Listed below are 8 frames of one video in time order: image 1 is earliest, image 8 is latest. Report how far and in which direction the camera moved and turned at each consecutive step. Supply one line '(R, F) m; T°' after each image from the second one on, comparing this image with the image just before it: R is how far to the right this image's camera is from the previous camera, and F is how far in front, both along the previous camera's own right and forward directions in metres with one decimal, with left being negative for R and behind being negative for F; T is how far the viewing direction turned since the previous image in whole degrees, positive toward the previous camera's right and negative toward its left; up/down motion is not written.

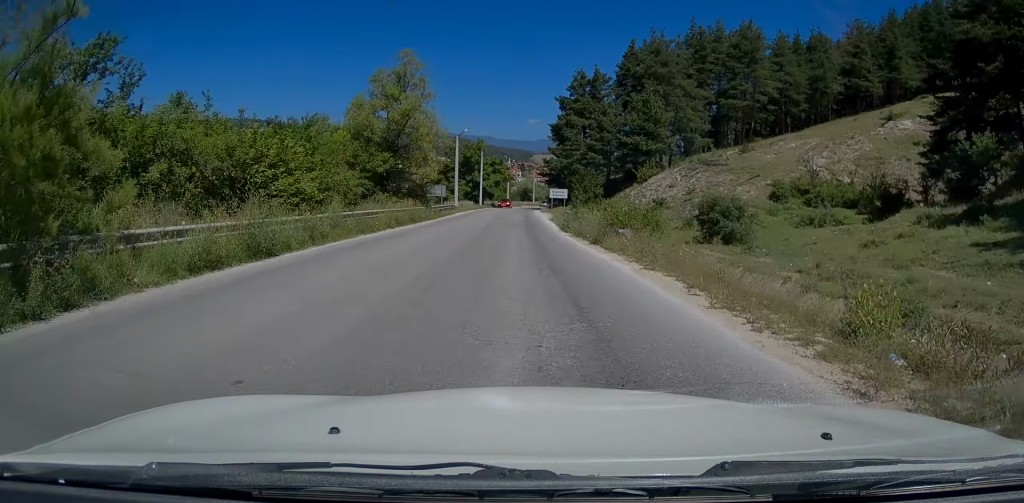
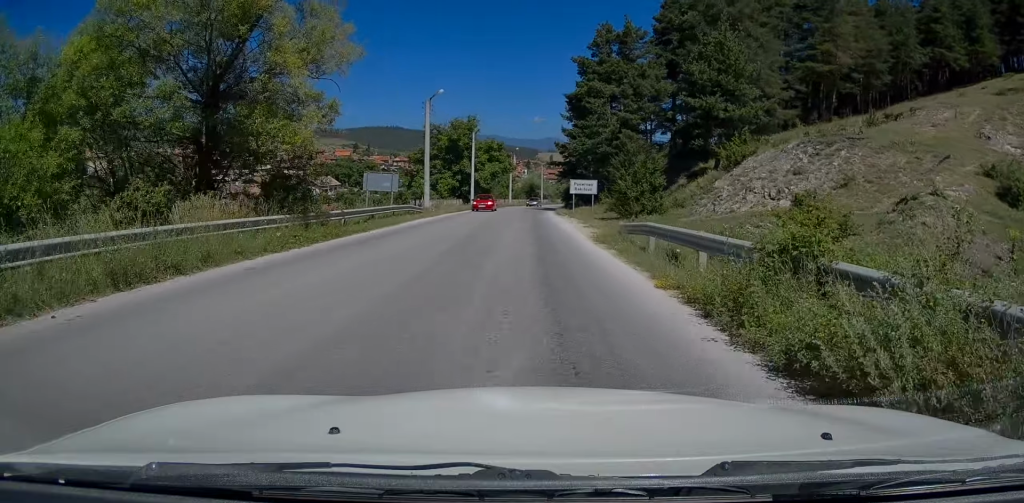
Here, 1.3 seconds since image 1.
(+0.2, +21.8) m; +3°
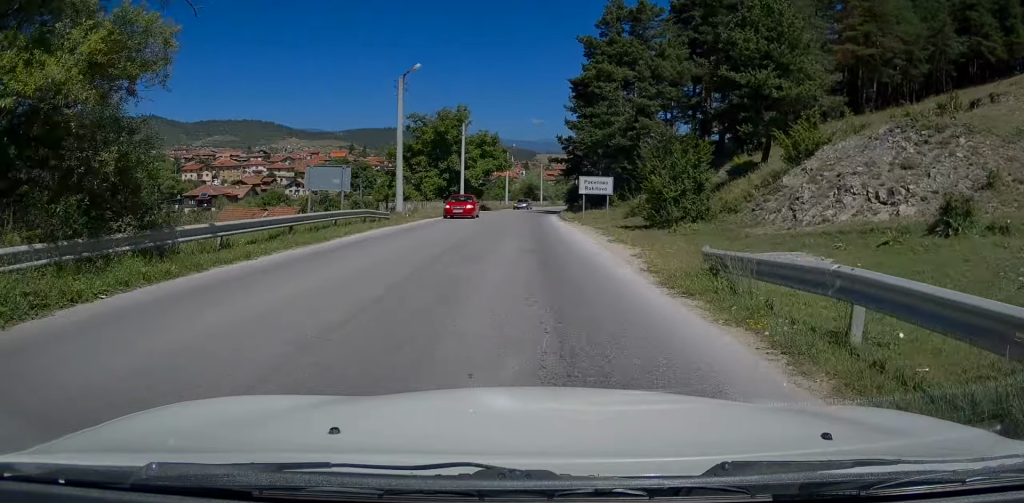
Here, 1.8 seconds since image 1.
(+0.1, +8.4) m; +1°
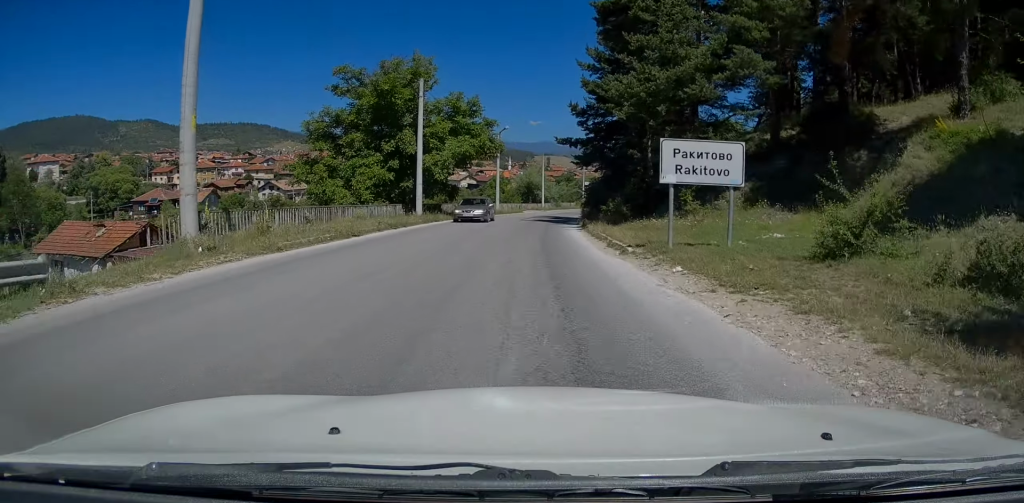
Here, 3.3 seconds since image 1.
(0.0, +20.8) m; -2°
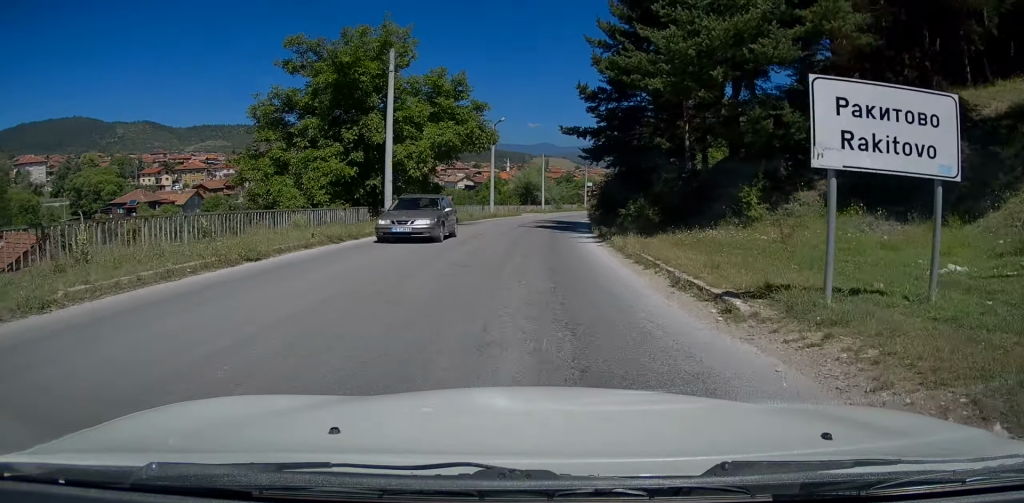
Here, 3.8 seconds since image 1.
(-0.1, +7.2) m; -1°
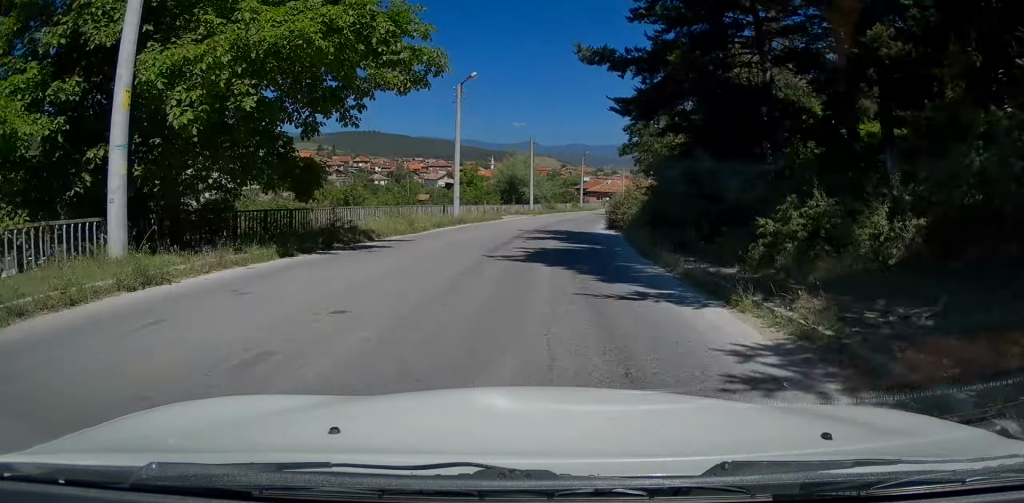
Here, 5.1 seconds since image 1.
(0.0, +17.0) m; +1°
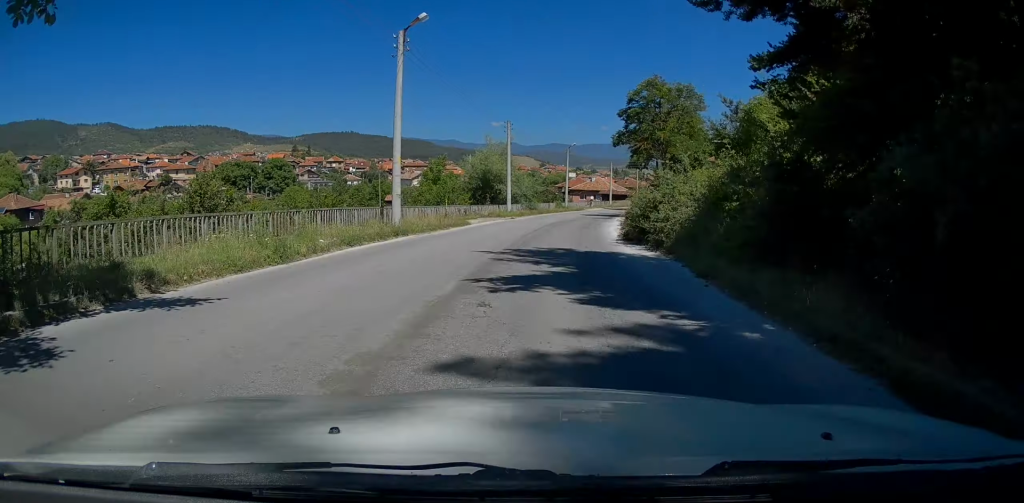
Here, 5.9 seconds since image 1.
(+0.2, +10.4) m; +3°
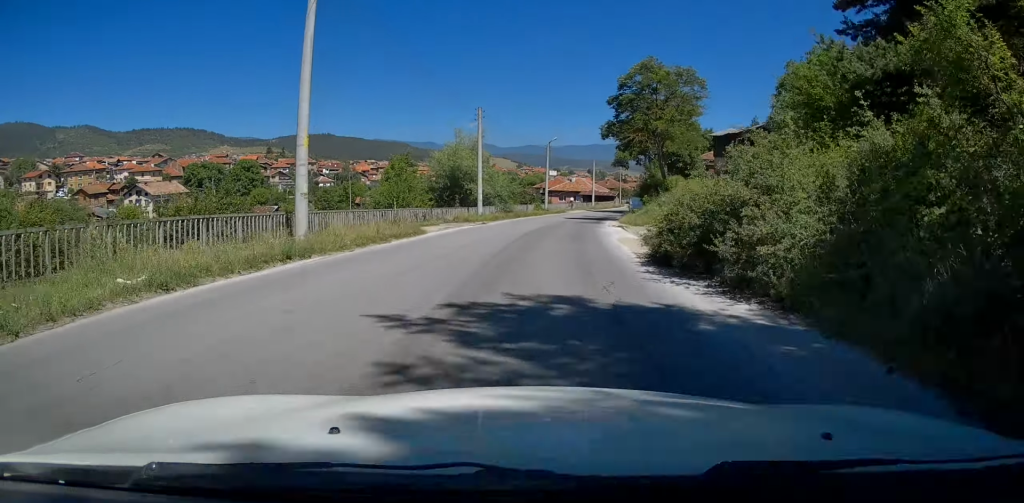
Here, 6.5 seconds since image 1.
(+0.3, +7.5) m; +2°
